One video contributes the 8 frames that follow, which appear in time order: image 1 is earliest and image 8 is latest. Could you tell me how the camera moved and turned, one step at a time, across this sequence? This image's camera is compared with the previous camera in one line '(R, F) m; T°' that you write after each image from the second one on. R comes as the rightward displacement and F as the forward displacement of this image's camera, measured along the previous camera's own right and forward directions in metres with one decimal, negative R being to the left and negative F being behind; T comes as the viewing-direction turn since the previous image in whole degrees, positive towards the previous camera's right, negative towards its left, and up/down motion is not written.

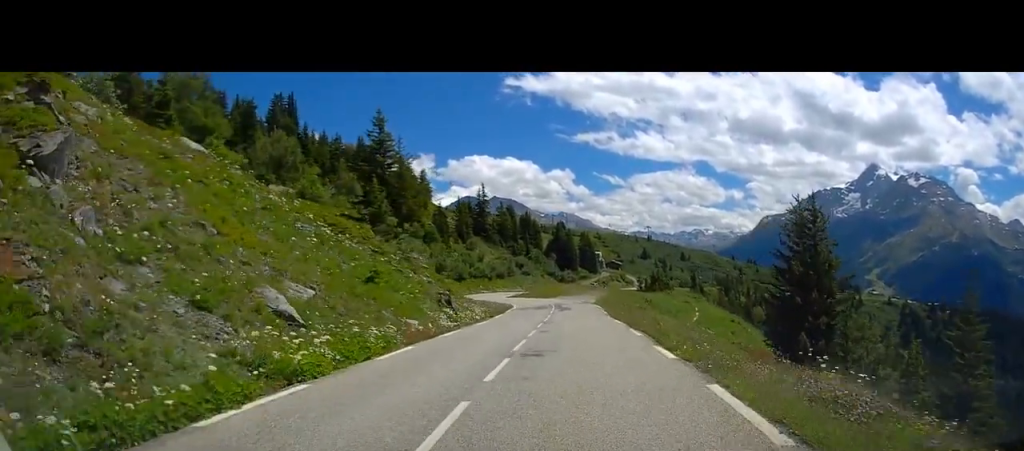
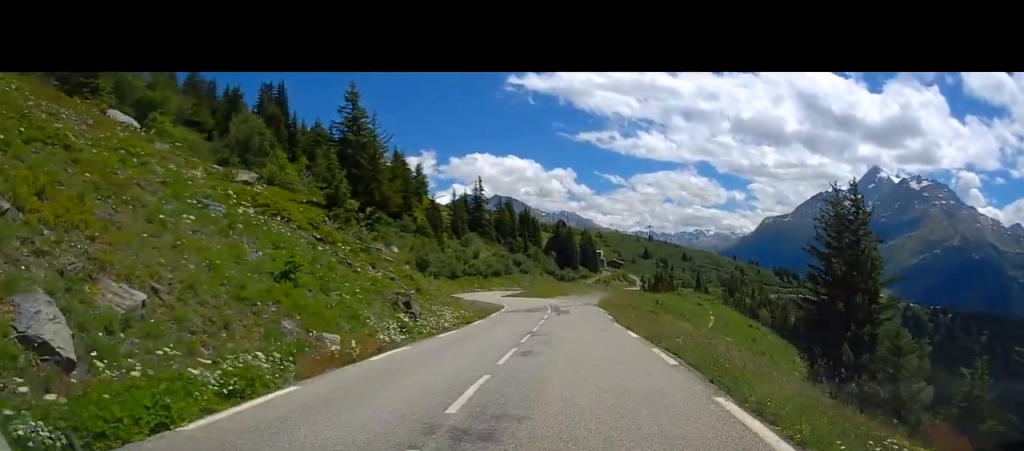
(0.0, +6.8) m; 0°
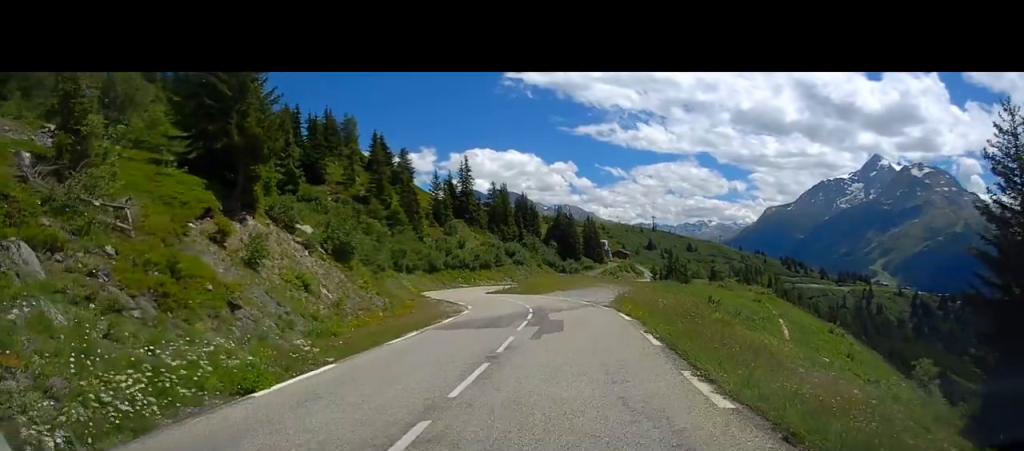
(-0.2, +17.5) m; -2°
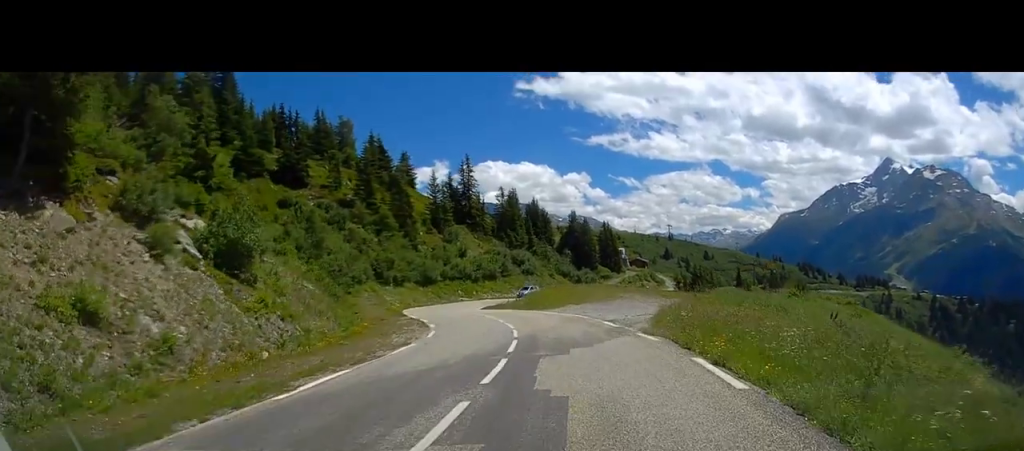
(-0.3, +11.7) m; -2°
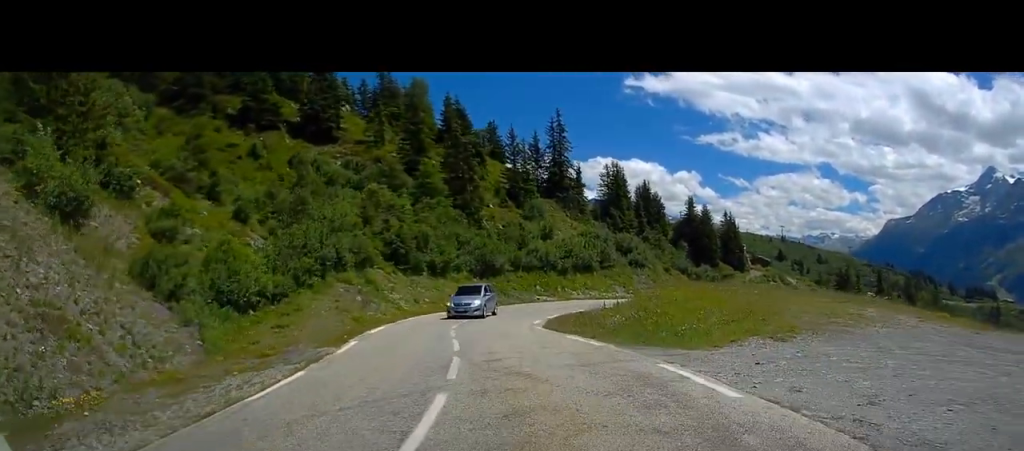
(-2.0, +25.4) m; -11°
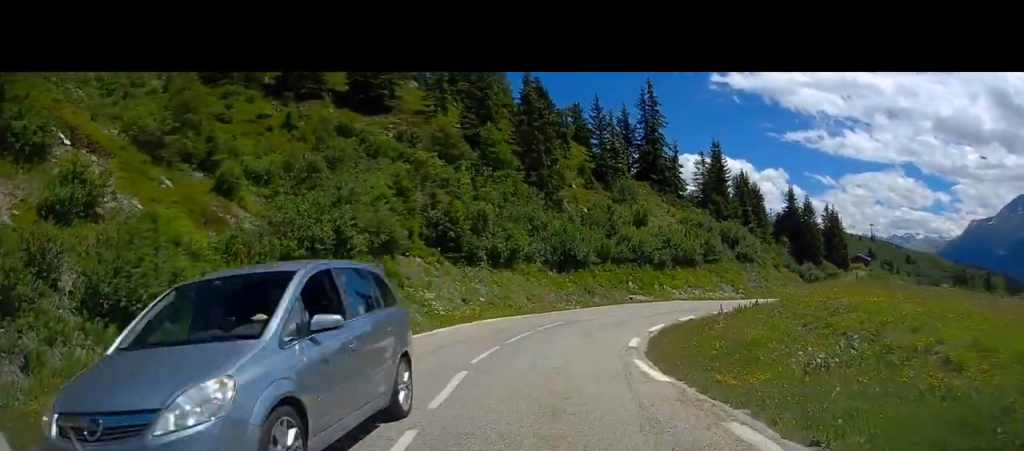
(-0.6, +11.0) m; -2°
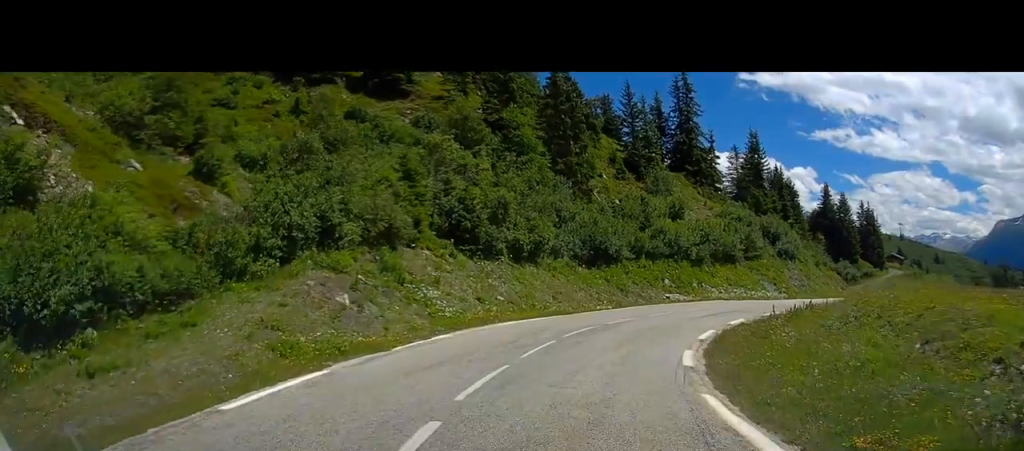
(-0.1, +4.0) m; +1°
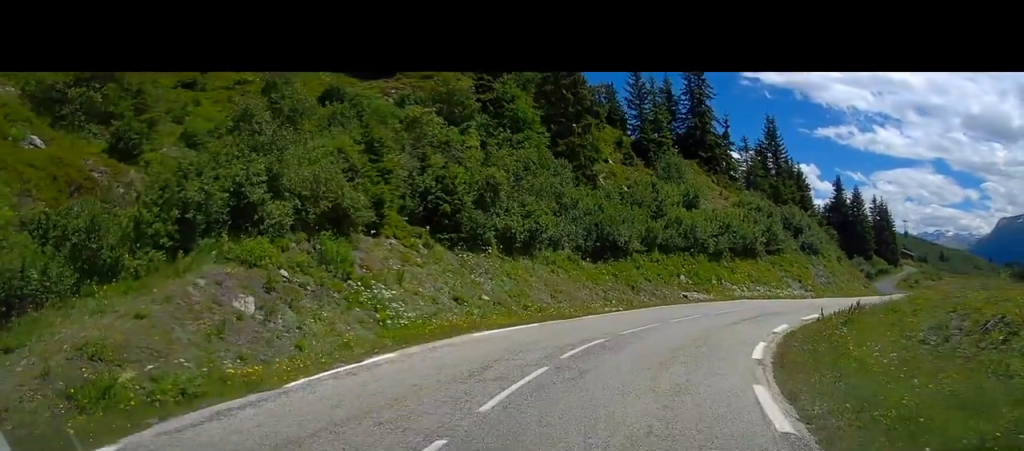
(+0.2, +5.3) m; +2°
